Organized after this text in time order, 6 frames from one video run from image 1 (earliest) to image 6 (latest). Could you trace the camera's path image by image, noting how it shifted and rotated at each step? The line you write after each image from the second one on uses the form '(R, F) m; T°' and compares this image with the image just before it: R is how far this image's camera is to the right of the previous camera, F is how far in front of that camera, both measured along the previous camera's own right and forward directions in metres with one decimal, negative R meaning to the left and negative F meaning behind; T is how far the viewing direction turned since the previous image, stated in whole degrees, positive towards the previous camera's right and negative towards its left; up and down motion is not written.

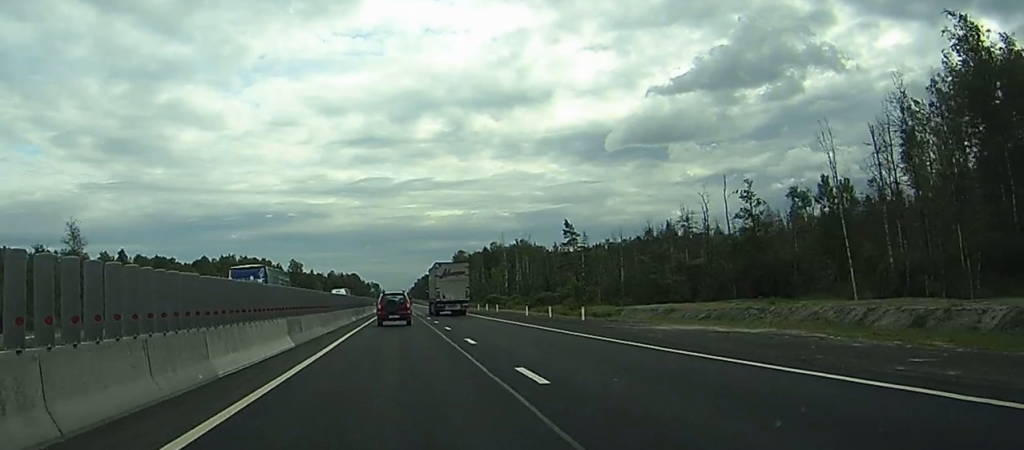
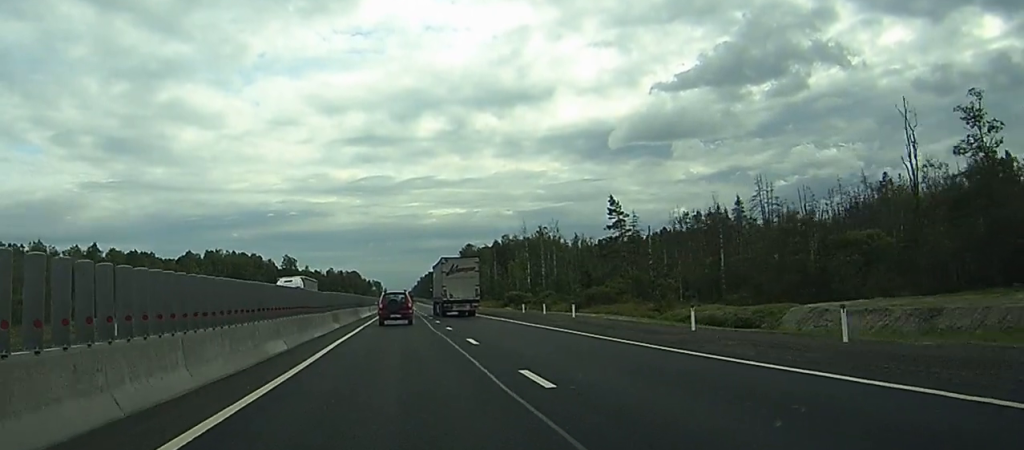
(0.0, +37.1) m; 0°
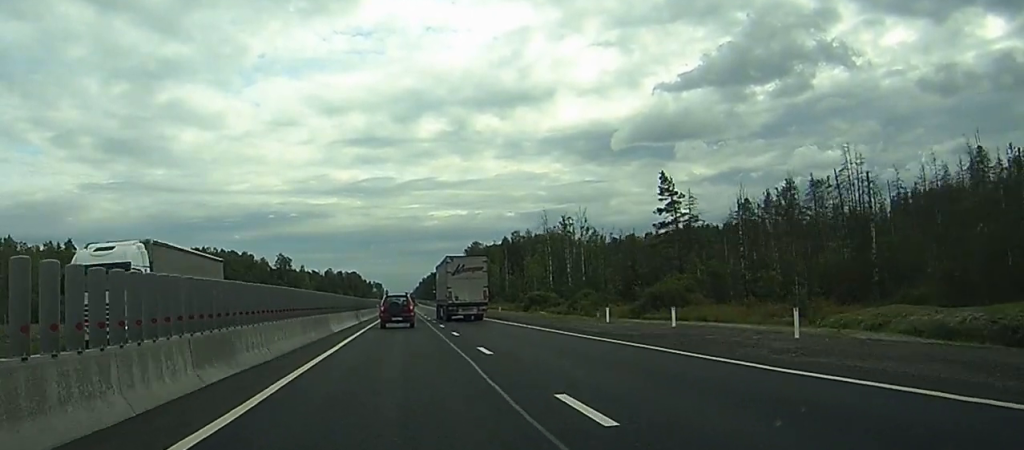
(0.0, +27.6) m; 0°
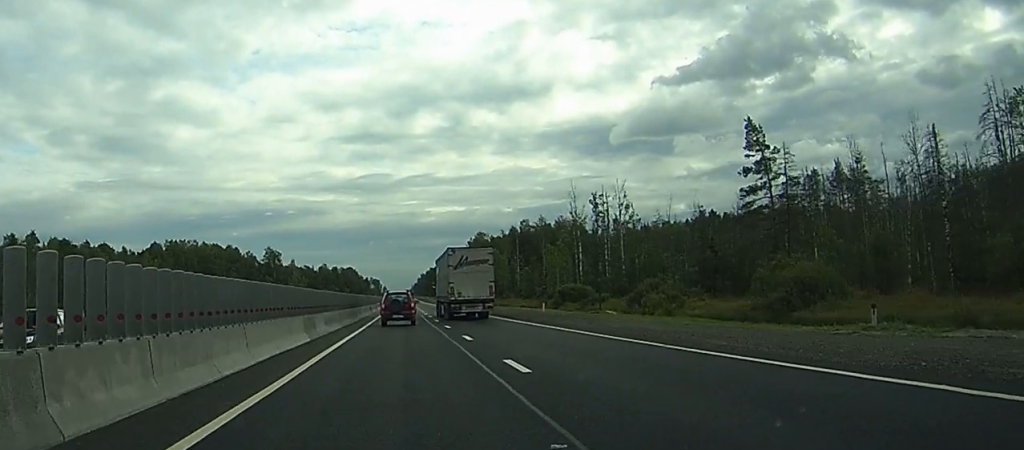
(0.0, +30.3) m; 0°
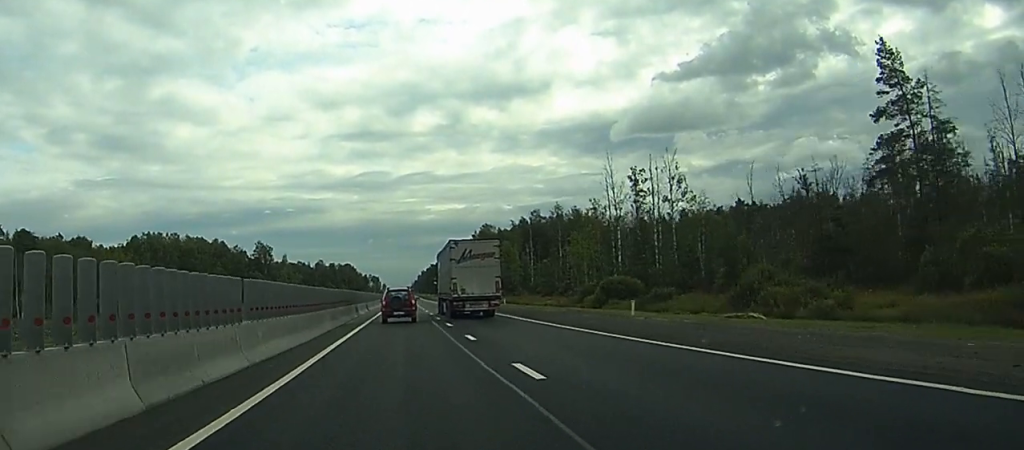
(0.0, +25.6) m; 0°
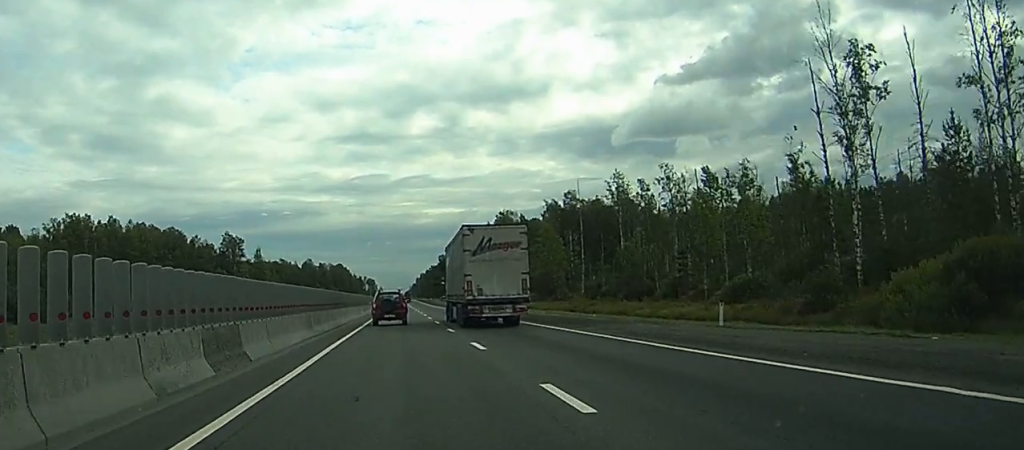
(+0.1, +62.4) m; 0°
